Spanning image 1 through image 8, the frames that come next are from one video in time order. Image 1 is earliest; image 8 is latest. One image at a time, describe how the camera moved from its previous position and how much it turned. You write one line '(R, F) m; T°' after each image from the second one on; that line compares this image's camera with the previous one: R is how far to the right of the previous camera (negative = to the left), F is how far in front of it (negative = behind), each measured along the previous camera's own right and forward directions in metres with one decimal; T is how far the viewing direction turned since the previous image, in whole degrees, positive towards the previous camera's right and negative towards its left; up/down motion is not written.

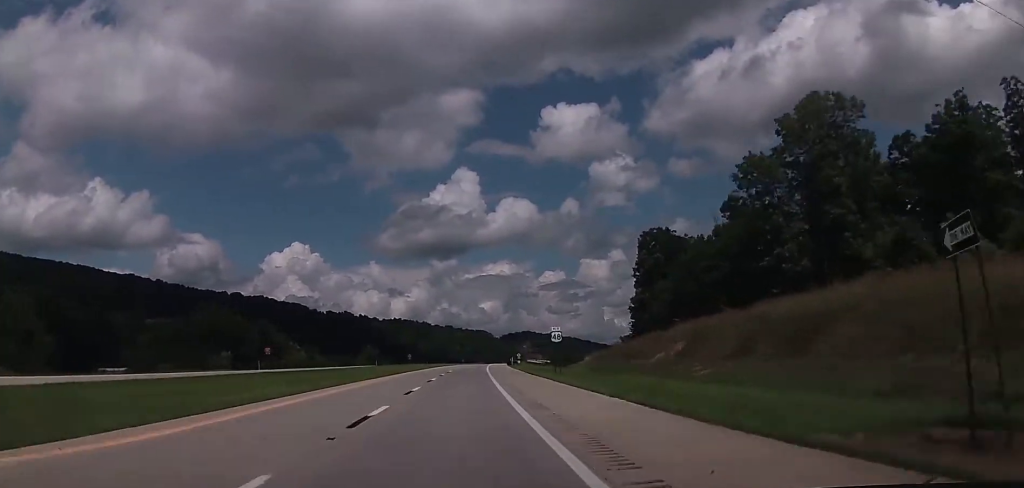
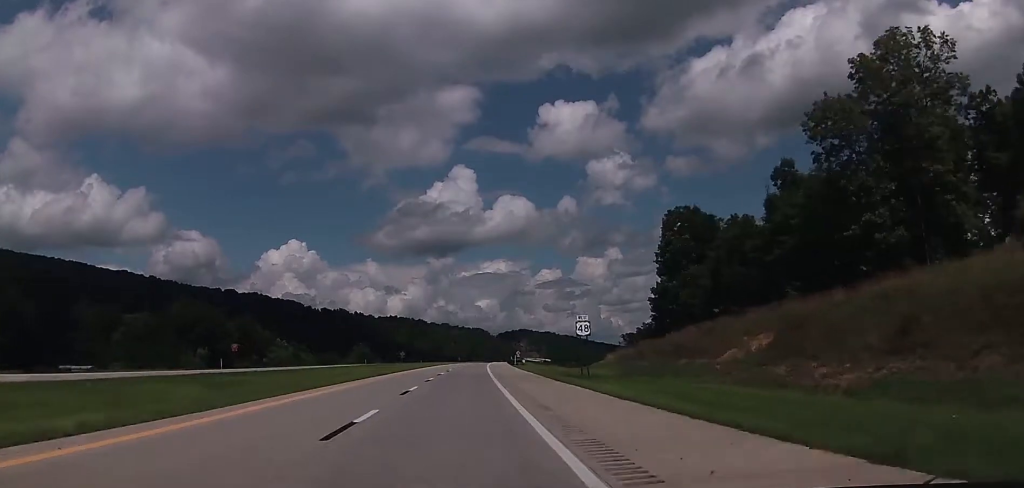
(-0.2, +14.3) m; 0°
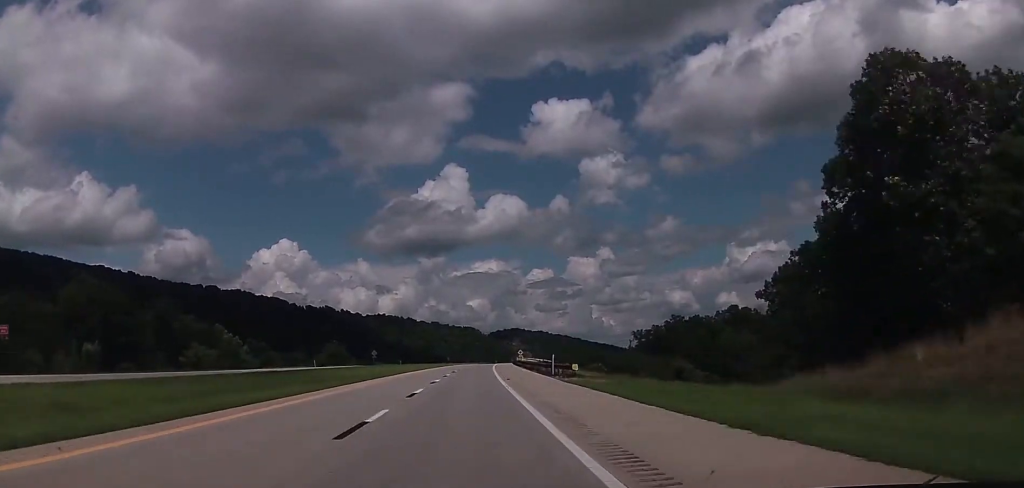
(+0.9, +49.8) m; +2°
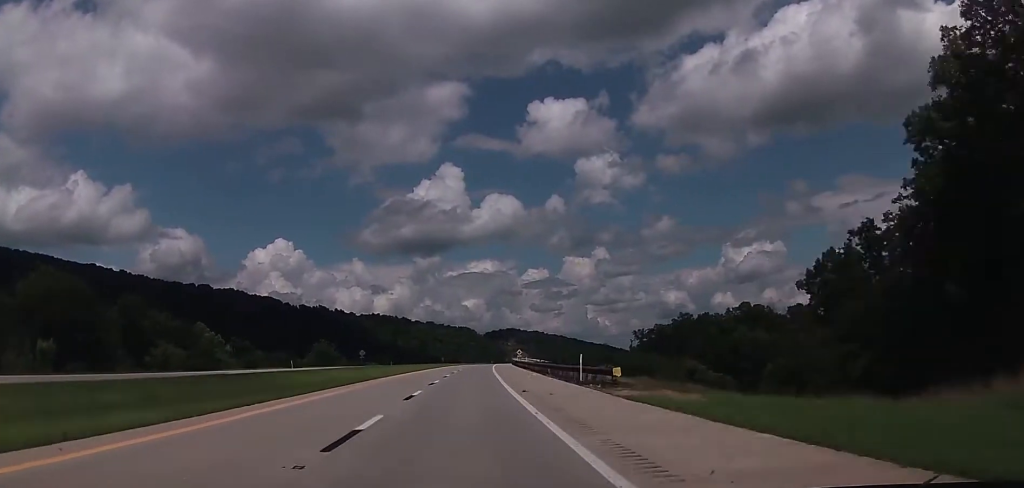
(0.0, +13.3) m; 0°
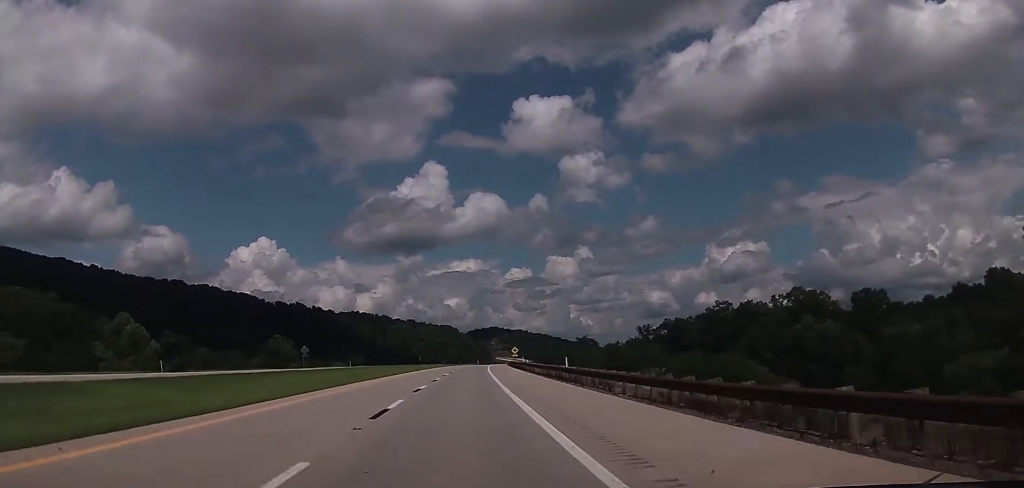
(+0.5, +44.3) m; +1°
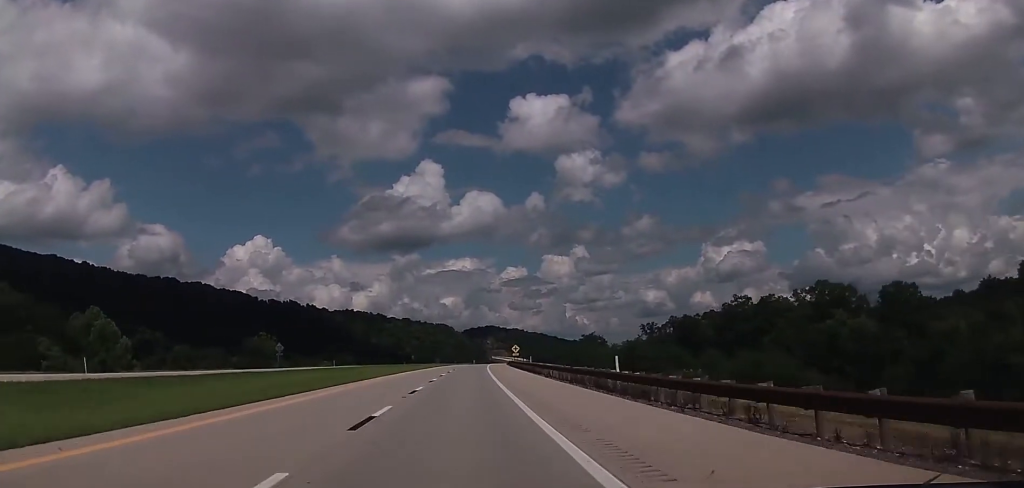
(0.0, +14.4) m; 0°
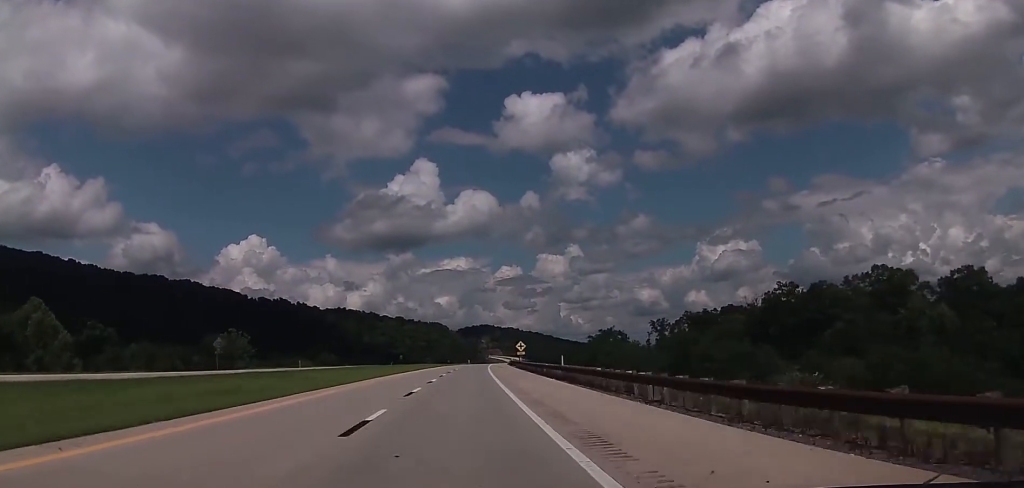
(0.0, +25.4) m; +1°
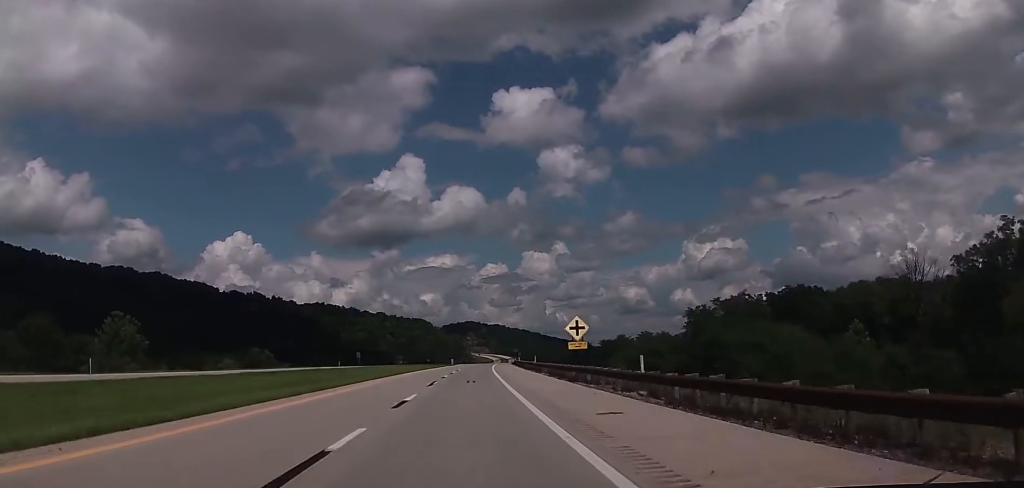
(+0.9, +65.1) m; +1°
